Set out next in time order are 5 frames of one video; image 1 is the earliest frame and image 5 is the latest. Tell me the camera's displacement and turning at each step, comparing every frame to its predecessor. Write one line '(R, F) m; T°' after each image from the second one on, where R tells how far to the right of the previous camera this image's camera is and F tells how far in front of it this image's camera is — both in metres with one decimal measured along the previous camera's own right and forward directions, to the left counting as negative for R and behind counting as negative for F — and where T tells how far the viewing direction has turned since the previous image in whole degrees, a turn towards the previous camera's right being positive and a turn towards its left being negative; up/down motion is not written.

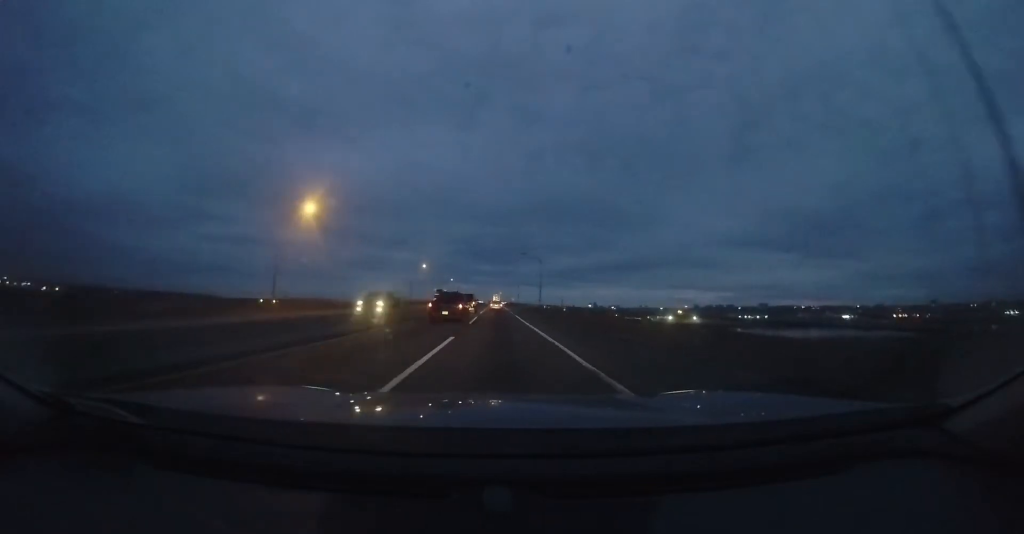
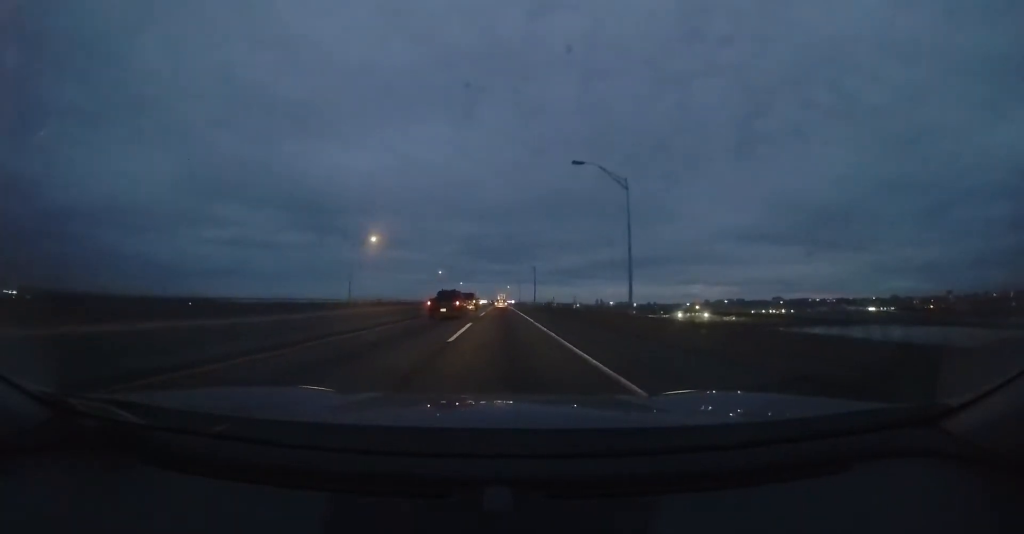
(-0.6, +82.5) m; 0°
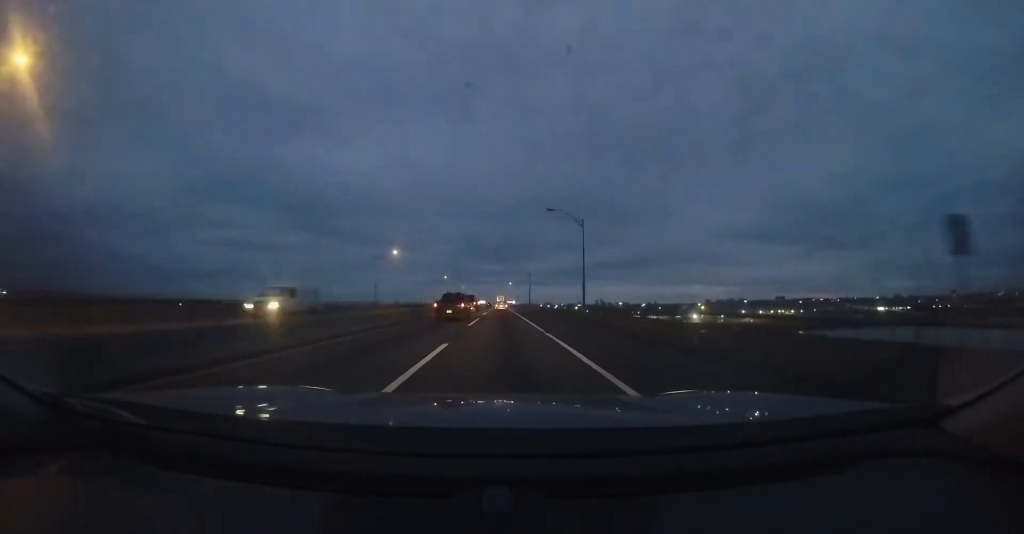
(+0.2, +39.2) m; -1°
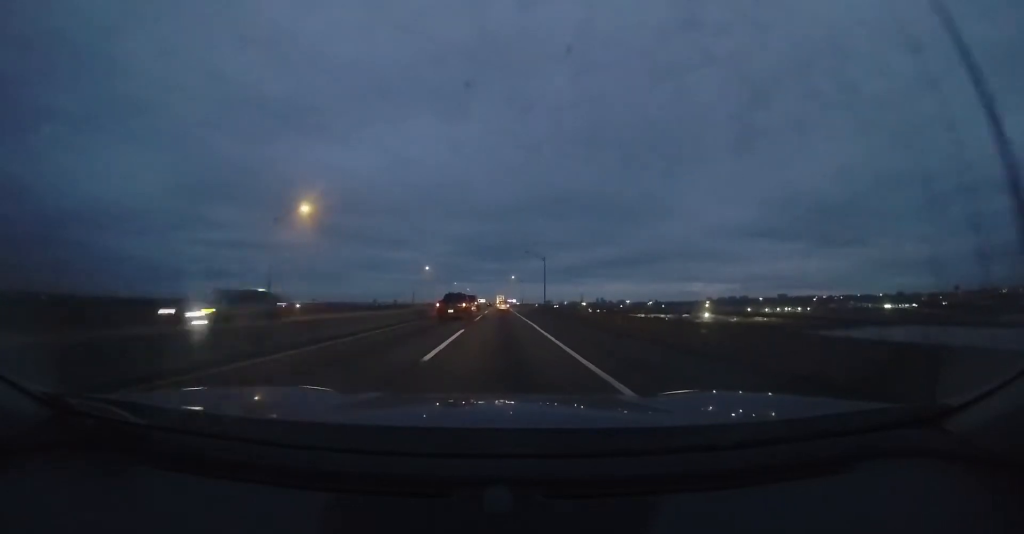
(-0.4, +25.2) m; -1°
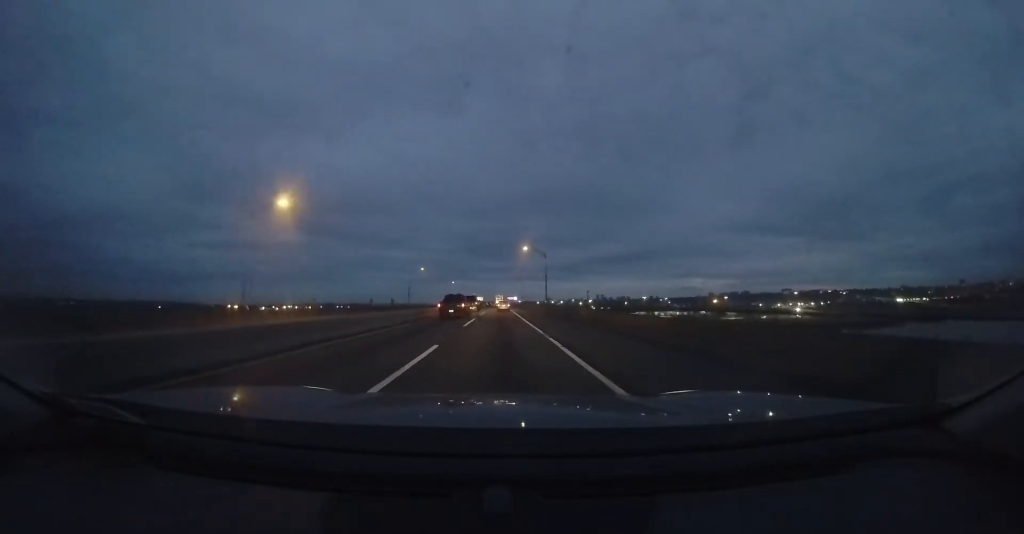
(+0.4, +51.2) m; +1°
